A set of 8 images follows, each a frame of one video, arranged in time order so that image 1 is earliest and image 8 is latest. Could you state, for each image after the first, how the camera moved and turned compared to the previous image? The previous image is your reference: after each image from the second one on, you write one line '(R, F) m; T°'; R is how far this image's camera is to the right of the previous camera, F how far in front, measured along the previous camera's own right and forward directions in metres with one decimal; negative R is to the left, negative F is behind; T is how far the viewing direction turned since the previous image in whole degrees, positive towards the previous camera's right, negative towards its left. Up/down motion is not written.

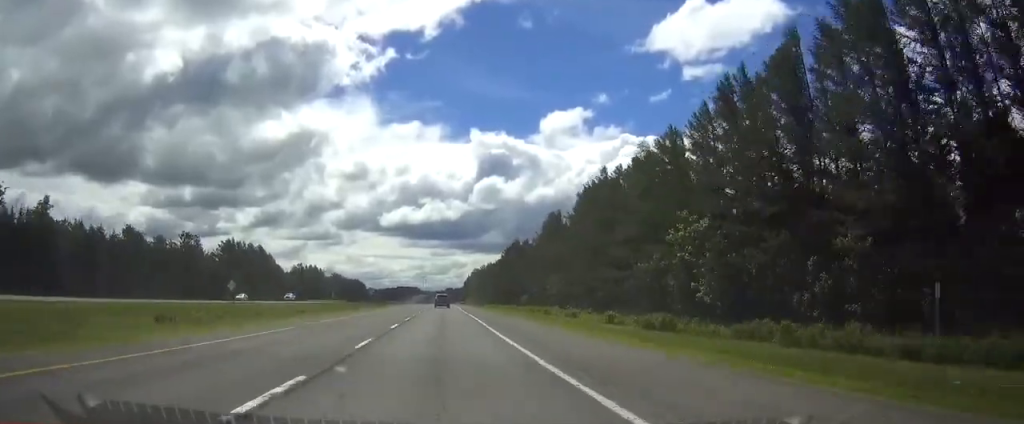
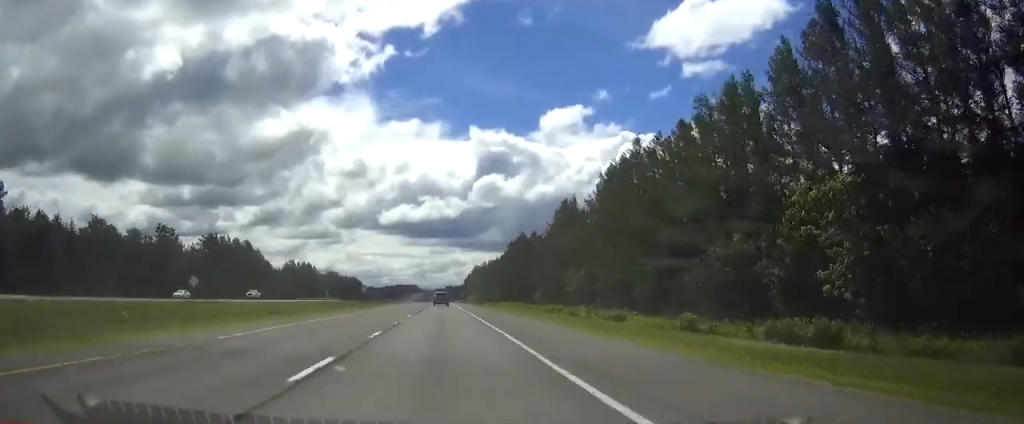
(0.0, +16.6) m; 0°
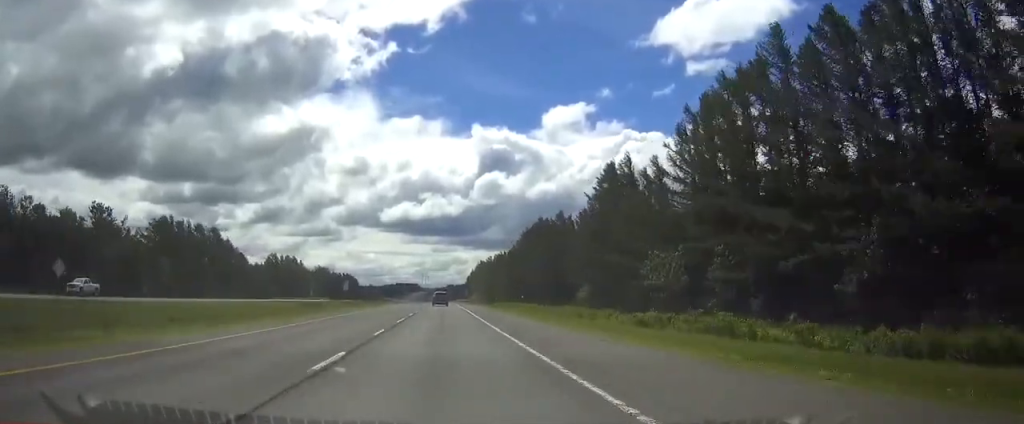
(0.0, +35.1) m; 0°
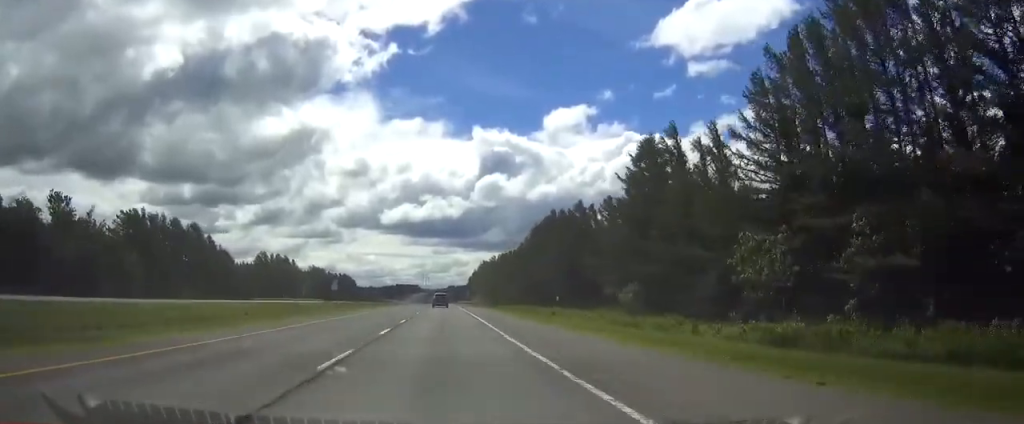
(0.0, +17.6) m; 0°
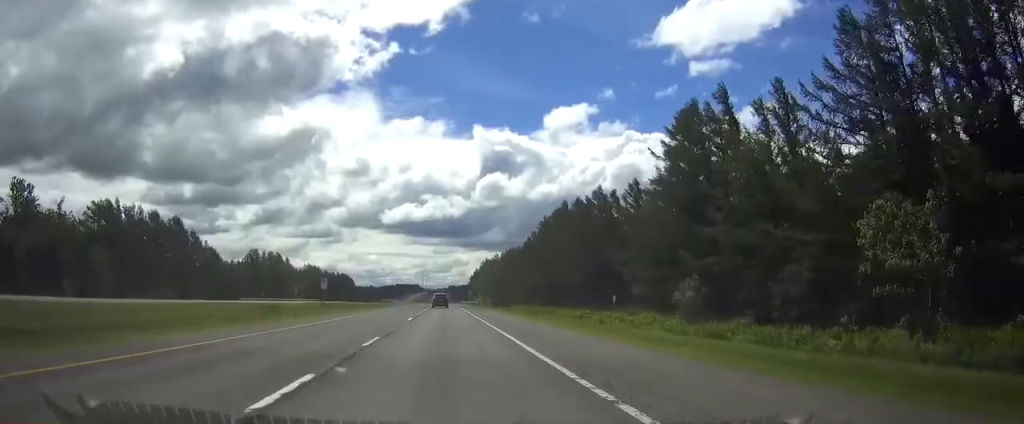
(0.0, +13.4) m; 0°
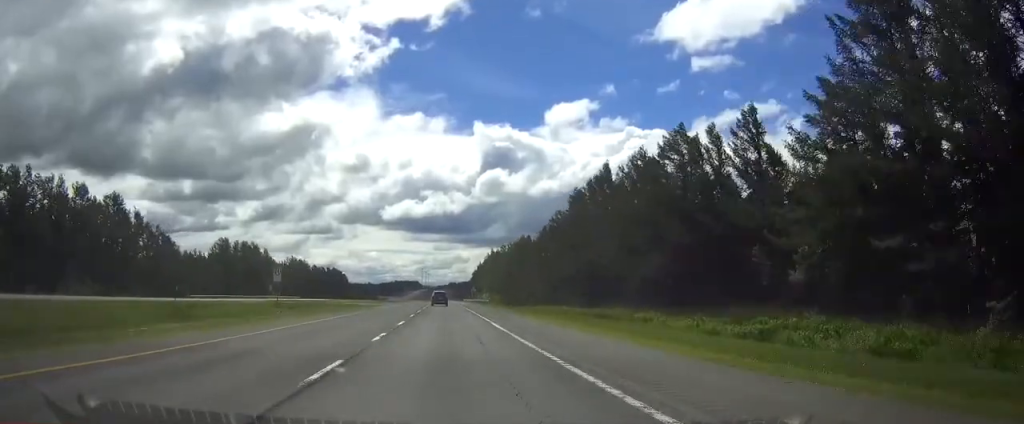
(-0.1, +35.0) m; 0°
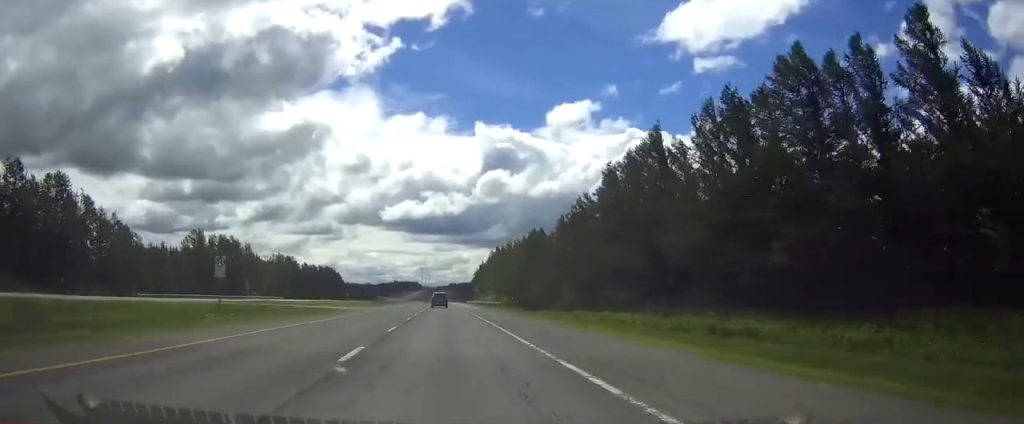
(-0.1, +23.6) m; 0°
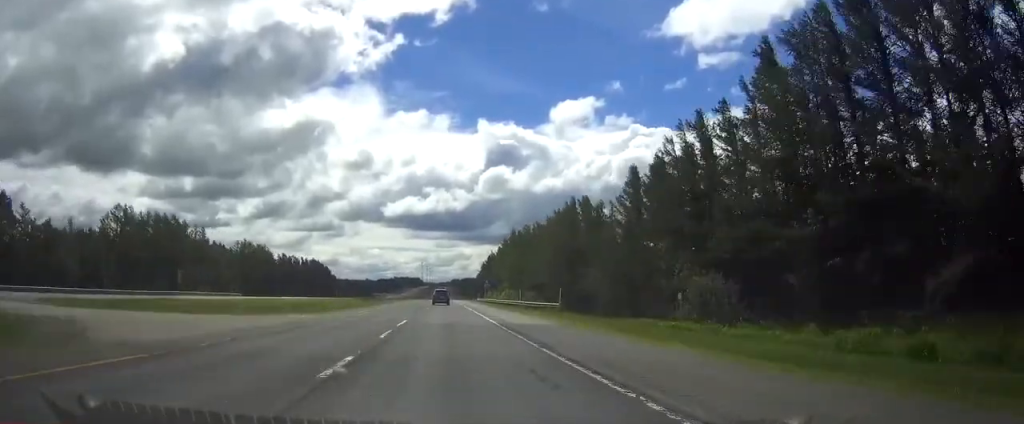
(+0.1, +47.9) m; 0°
